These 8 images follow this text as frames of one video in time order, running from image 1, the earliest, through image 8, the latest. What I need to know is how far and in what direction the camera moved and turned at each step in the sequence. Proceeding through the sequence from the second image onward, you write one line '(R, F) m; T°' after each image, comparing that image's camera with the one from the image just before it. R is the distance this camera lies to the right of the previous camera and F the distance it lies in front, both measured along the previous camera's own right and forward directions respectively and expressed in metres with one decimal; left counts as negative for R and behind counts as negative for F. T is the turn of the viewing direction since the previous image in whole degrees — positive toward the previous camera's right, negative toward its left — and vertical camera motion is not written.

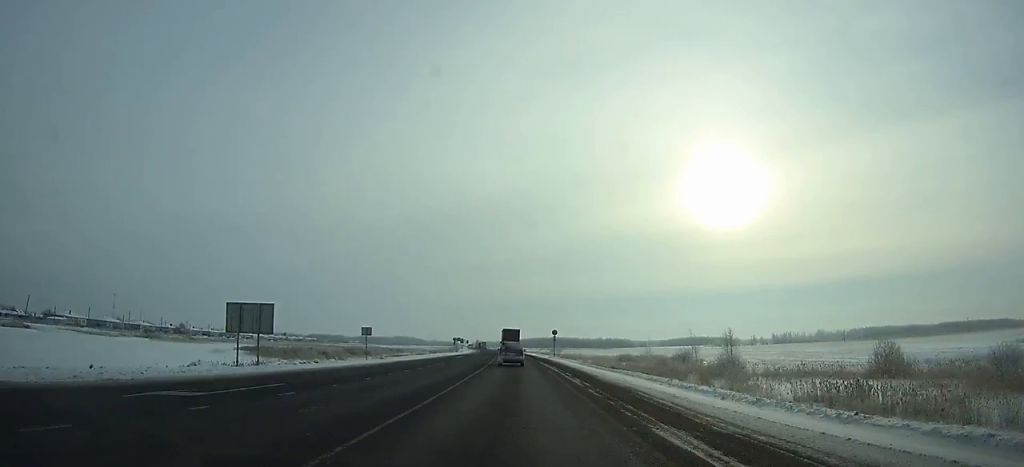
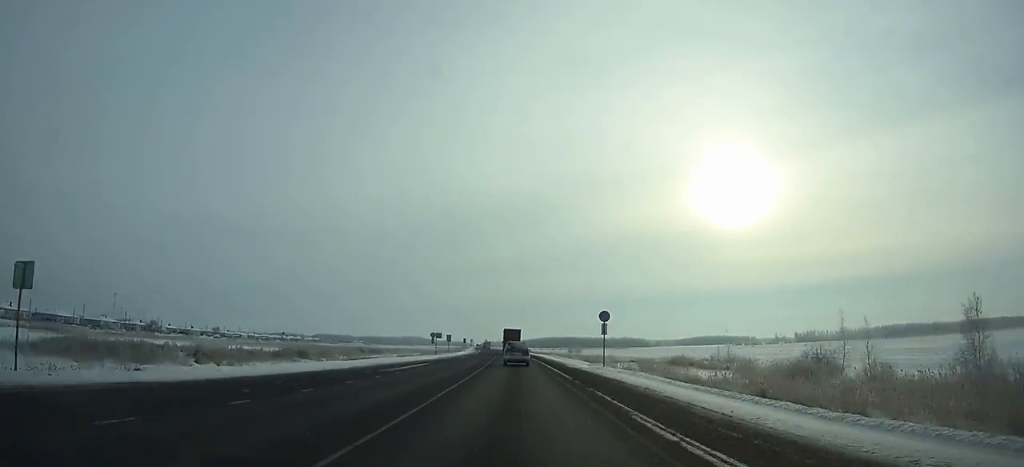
(-0.1, +38.0) m; -1°
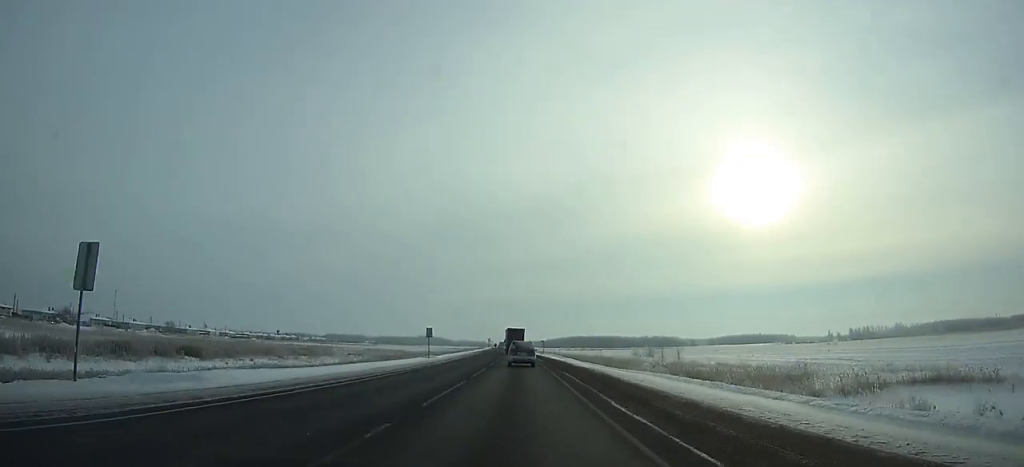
(-1.5, +79.3) m; -2°
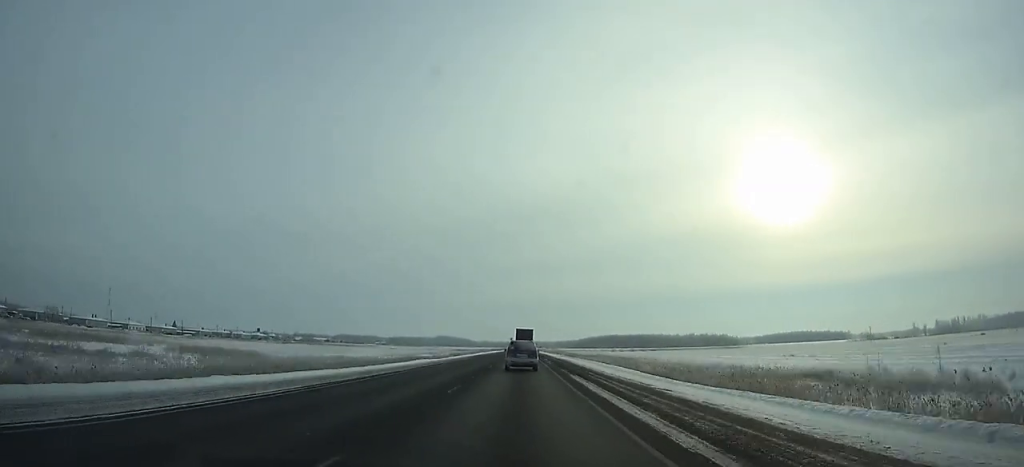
(-2.1, +108.4) m; -1°
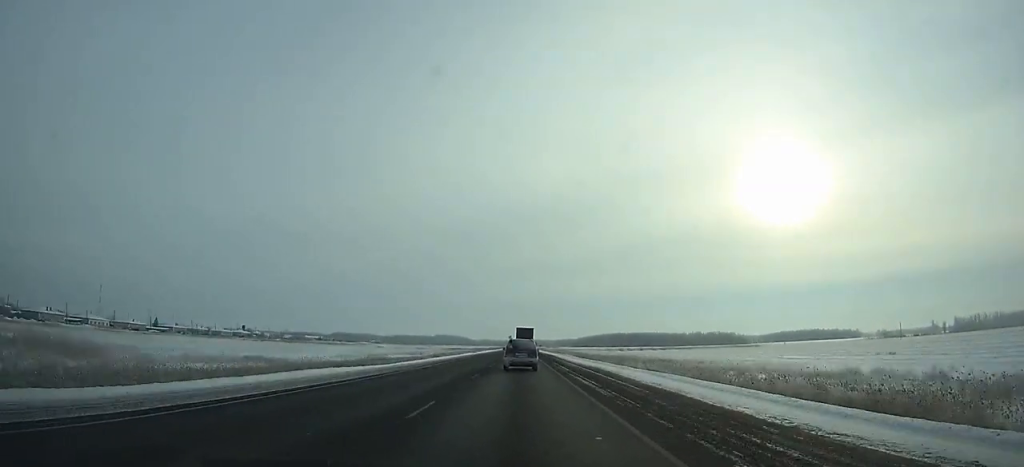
(-0.1, +29.2) m; 0°
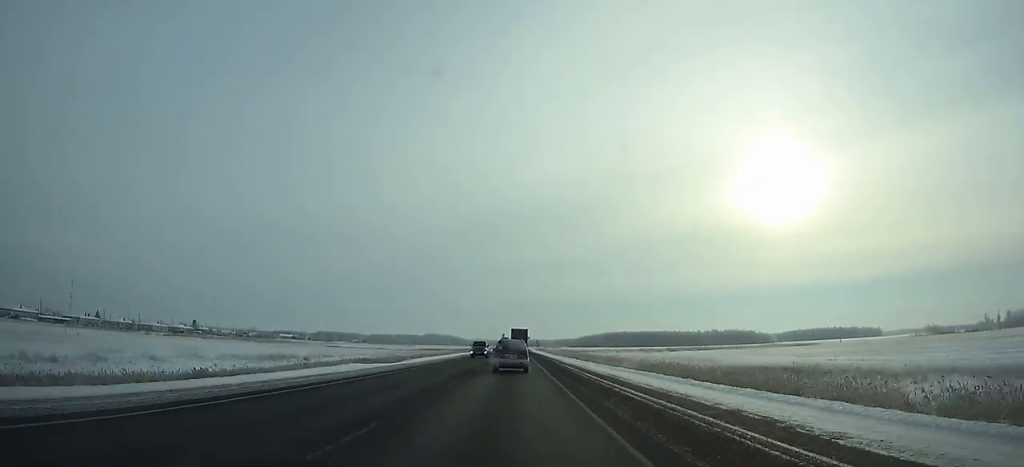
(+0.2, +75.9) m; 0°
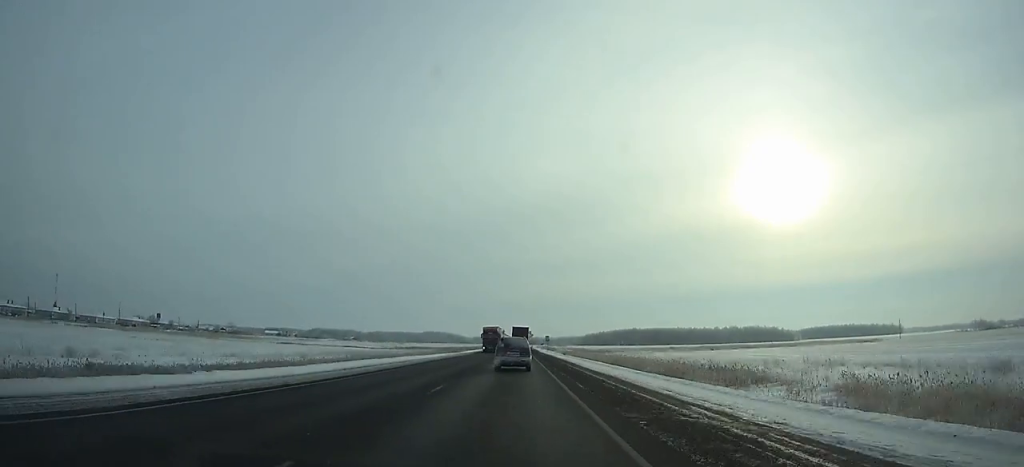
(0.0, +51.2) m; 0°
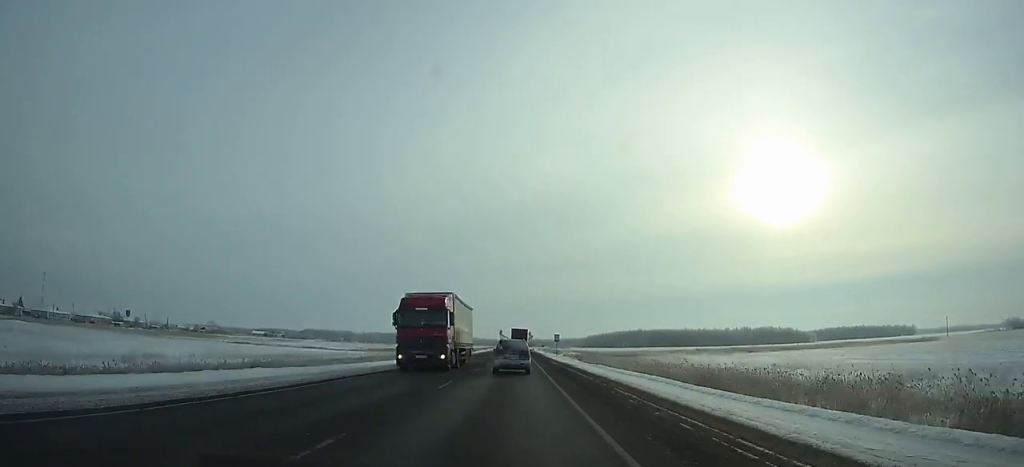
(0.0, +33.4) m; 0°
